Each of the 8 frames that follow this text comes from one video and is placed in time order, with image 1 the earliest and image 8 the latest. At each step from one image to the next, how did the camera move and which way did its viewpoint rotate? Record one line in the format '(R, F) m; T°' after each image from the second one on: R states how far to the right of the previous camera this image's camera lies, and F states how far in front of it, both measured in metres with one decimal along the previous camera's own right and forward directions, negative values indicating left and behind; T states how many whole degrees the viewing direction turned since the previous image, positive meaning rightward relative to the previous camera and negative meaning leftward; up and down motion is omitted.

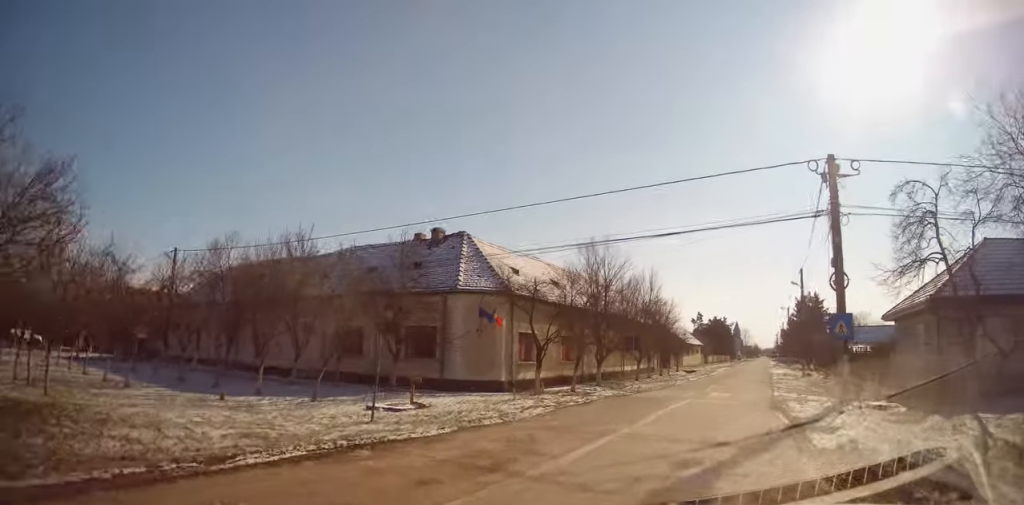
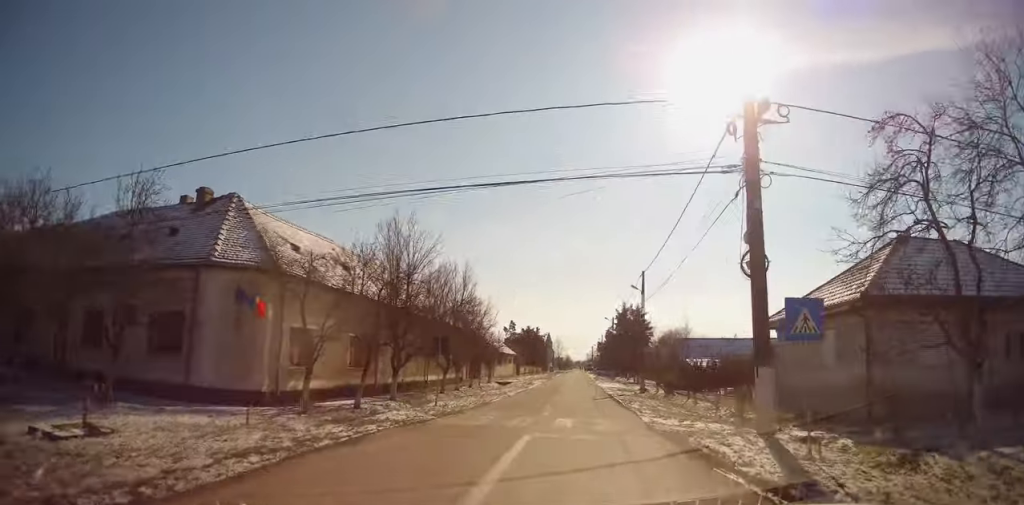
(+1.3, +6.0) m; +22°
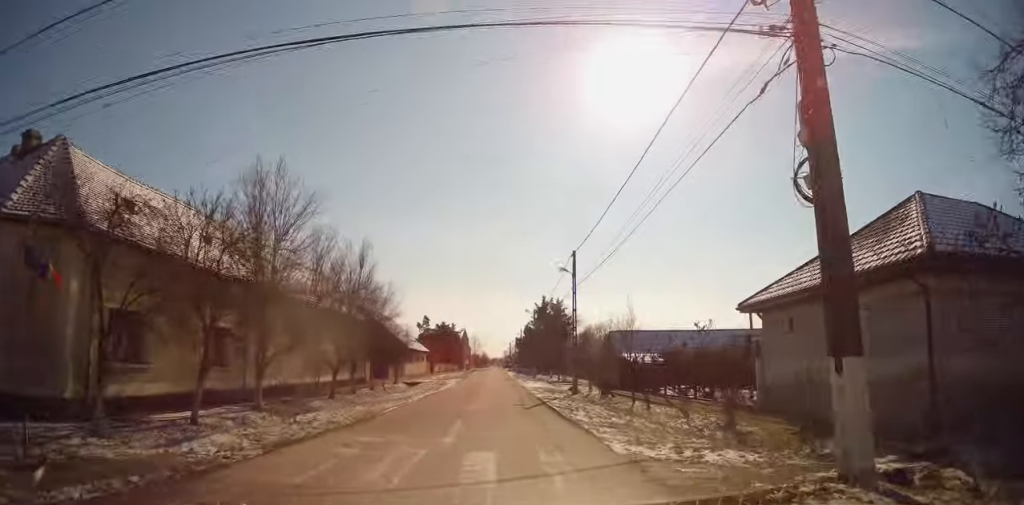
(+0.8, +5.5) m; +11°
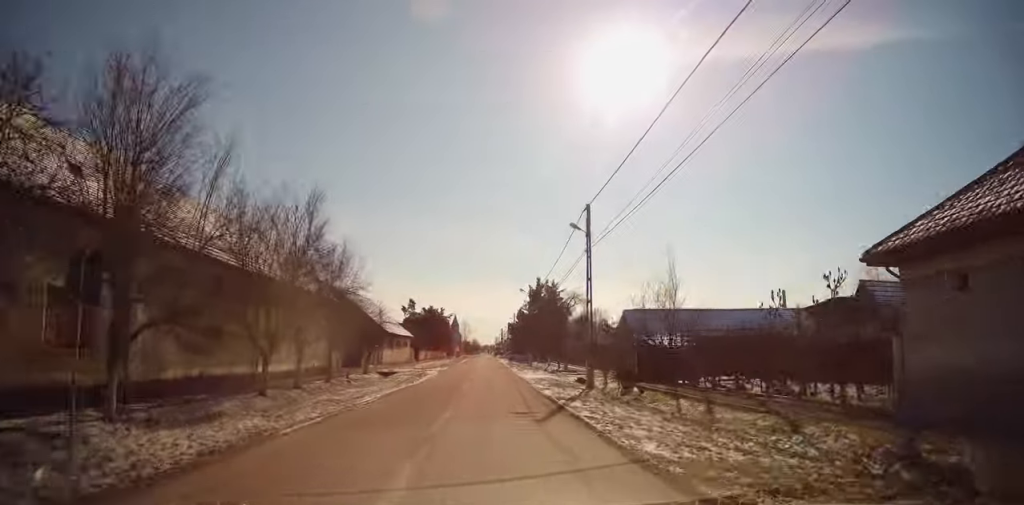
(+0.6, +6.7) m; +4°
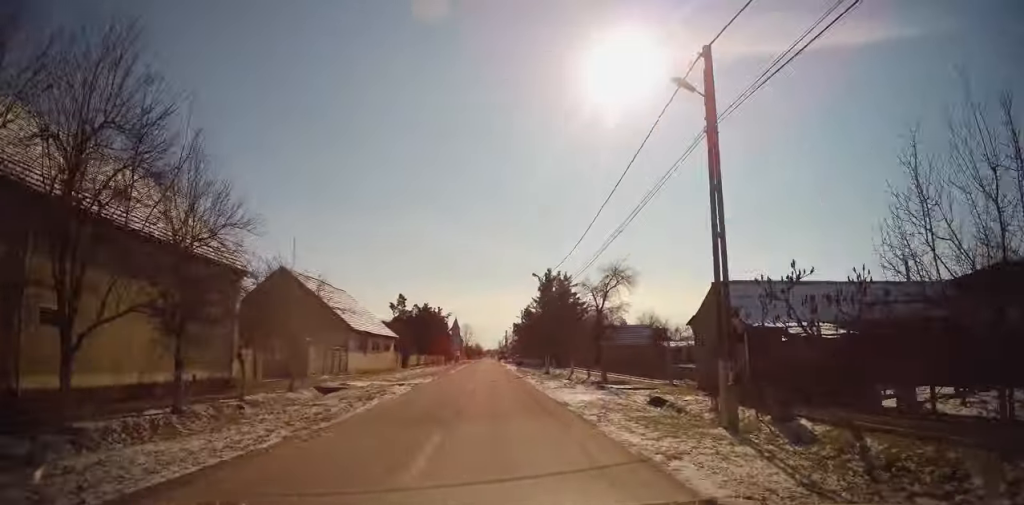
(0.0, +12.1) m; +1°
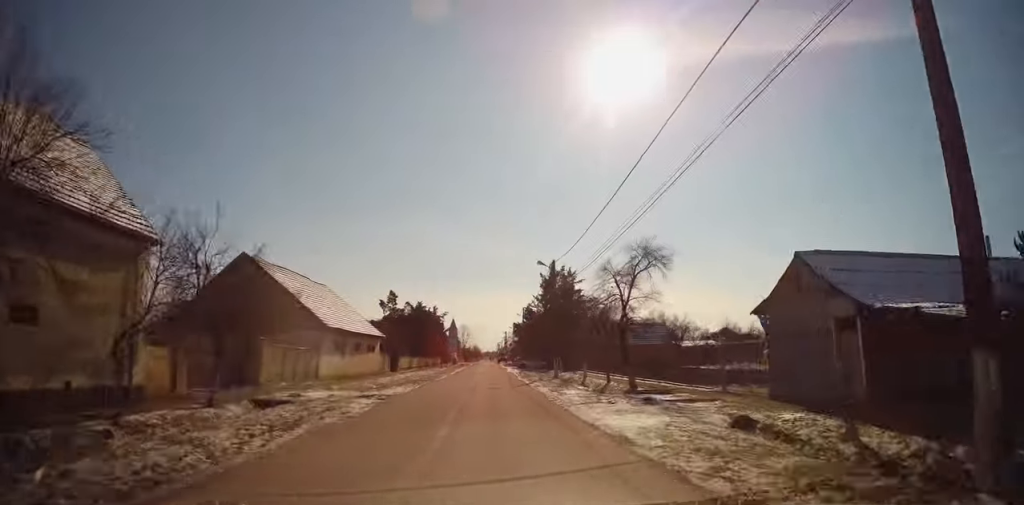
(+0.1, +5.9) m; 0°
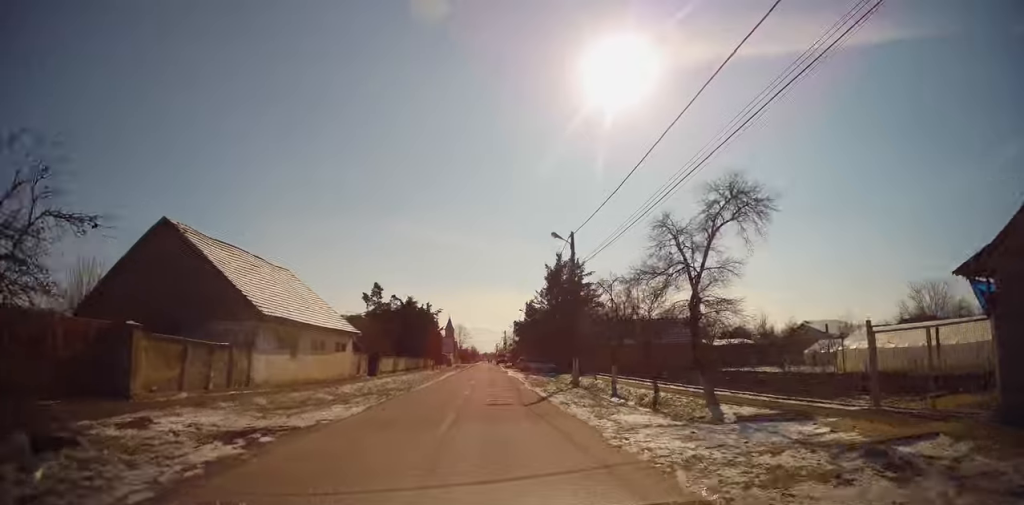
(+0.2, +8.8) m; 0°
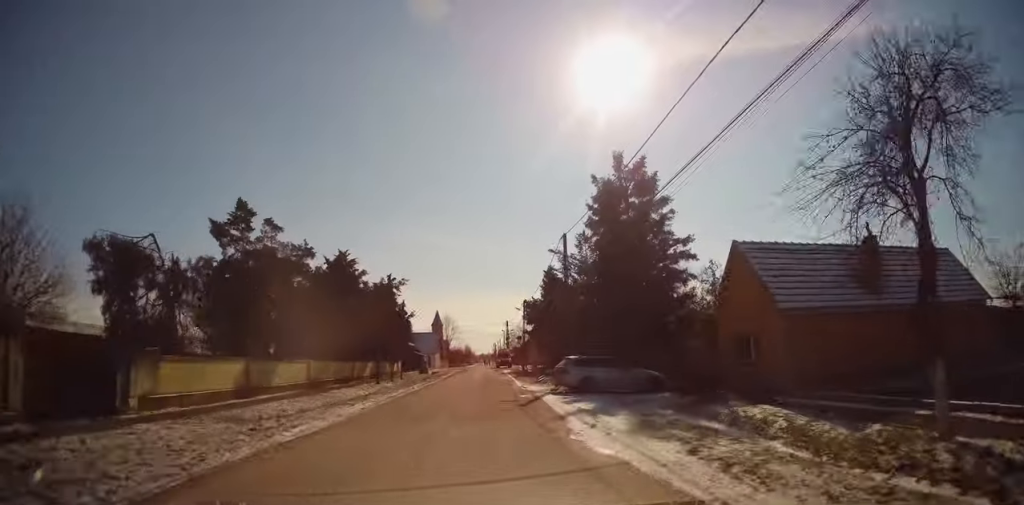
(+0.3, +34.2) m; 0°
